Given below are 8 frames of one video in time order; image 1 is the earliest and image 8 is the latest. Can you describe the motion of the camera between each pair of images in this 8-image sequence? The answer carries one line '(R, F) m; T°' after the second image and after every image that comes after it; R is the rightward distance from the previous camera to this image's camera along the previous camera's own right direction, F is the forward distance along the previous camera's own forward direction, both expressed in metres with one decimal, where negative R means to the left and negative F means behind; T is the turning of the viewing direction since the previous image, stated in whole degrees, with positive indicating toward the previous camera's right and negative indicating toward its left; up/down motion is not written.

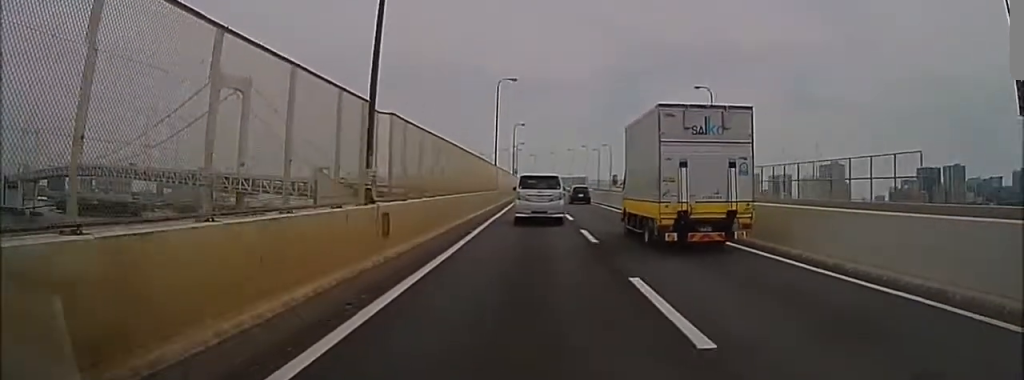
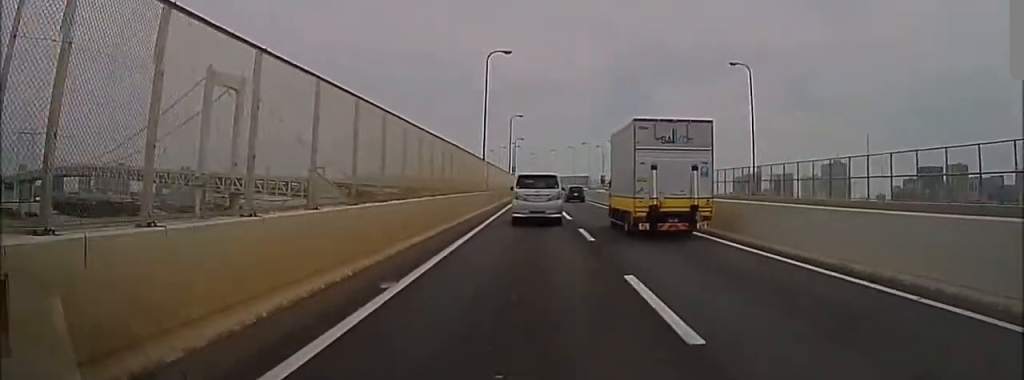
(0.0, +10.2) m; 0°
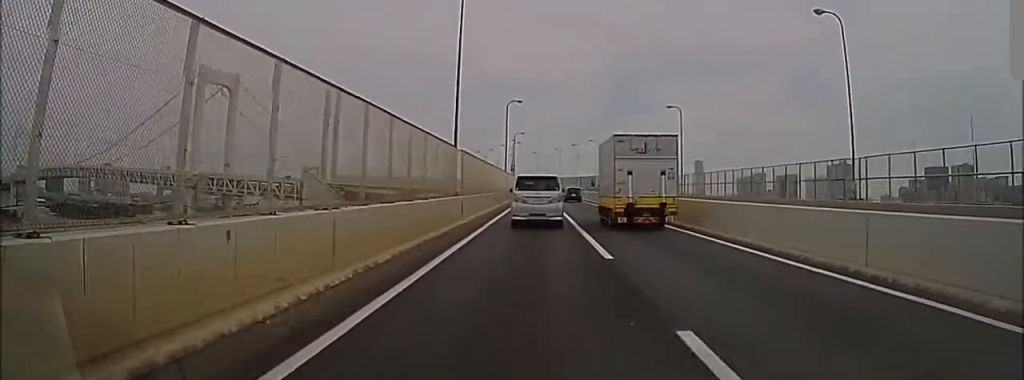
(-0.1, +13.1) m; 0°
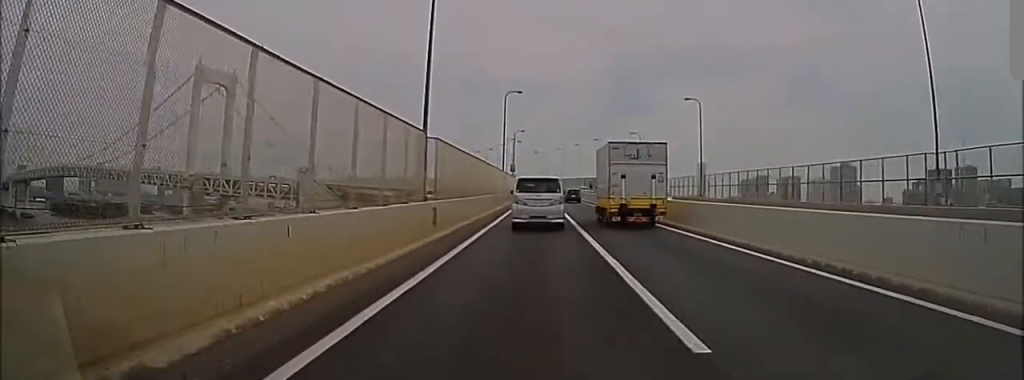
(0.0, +6.6) m; 0°
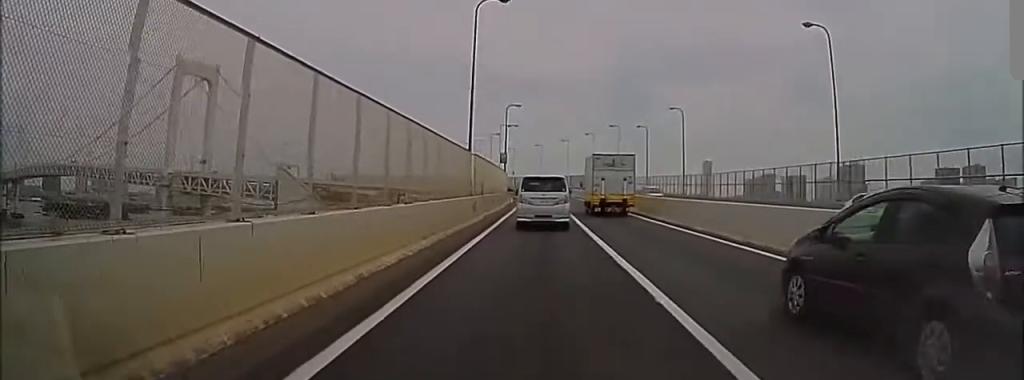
(0.0, +25.3) m; 0°
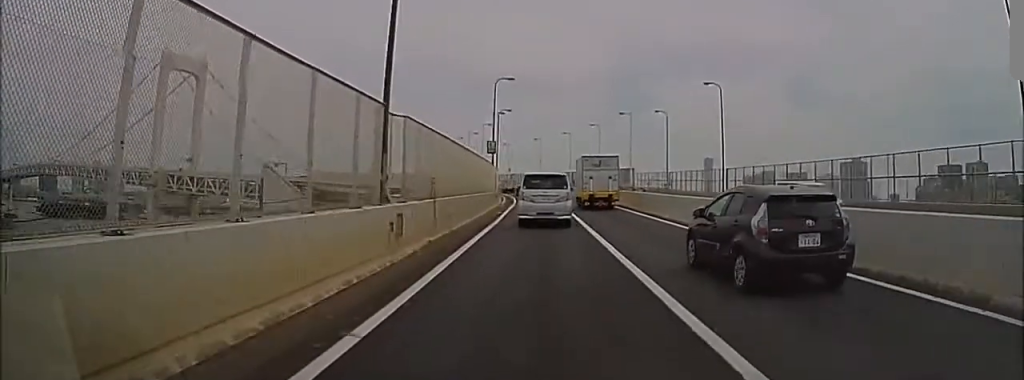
(+0.1, +12.9) m; 0°
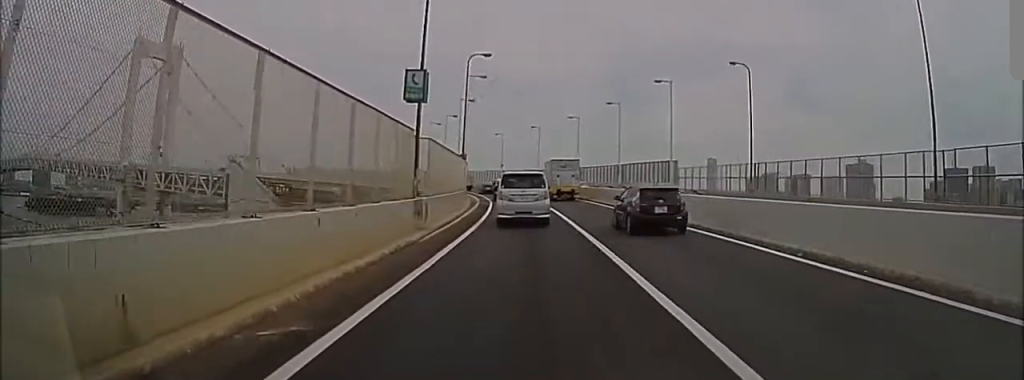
(0.0, +27.3) m; 0°
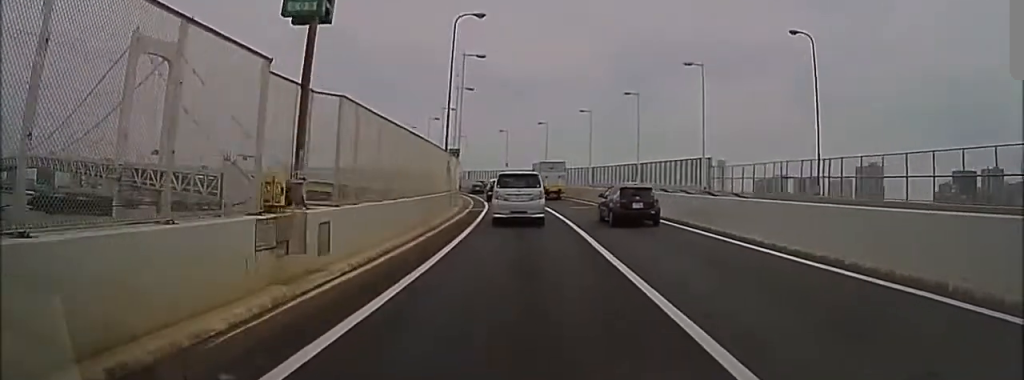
(0.0, +10.2) m; -1°
